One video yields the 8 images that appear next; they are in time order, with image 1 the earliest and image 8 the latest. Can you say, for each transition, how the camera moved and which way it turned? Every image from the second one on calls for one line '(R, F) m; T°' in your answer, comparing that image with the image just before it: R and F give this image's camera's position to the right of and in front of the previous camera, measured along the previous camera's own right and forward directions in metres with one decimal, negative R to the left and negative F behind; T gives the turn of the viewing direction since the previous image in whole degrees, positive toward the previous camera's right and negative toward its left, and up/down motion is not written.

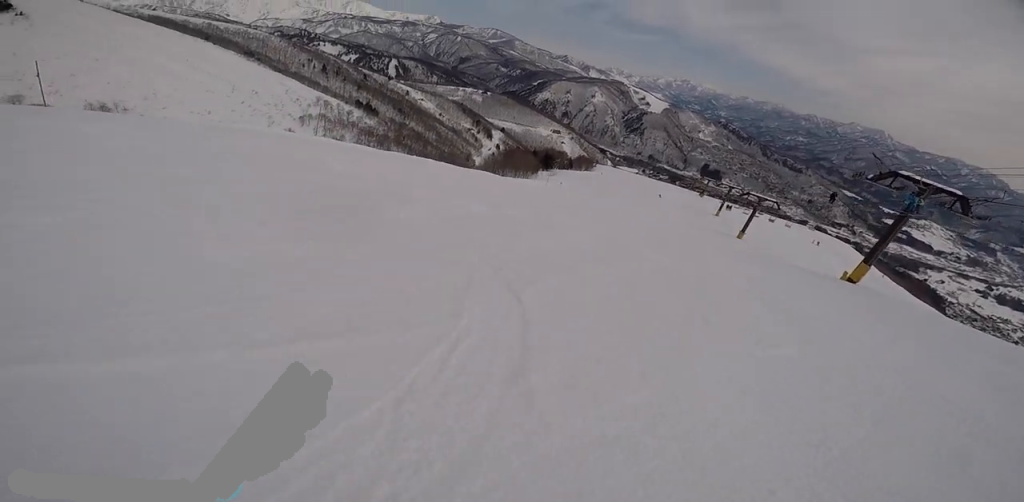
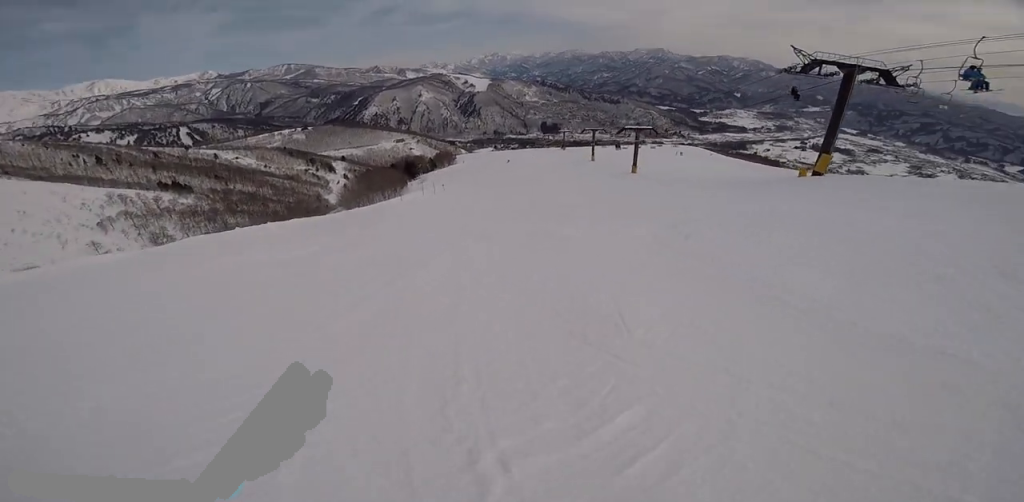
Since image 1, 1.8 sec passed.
(-1.5, +11.0) m; +3°
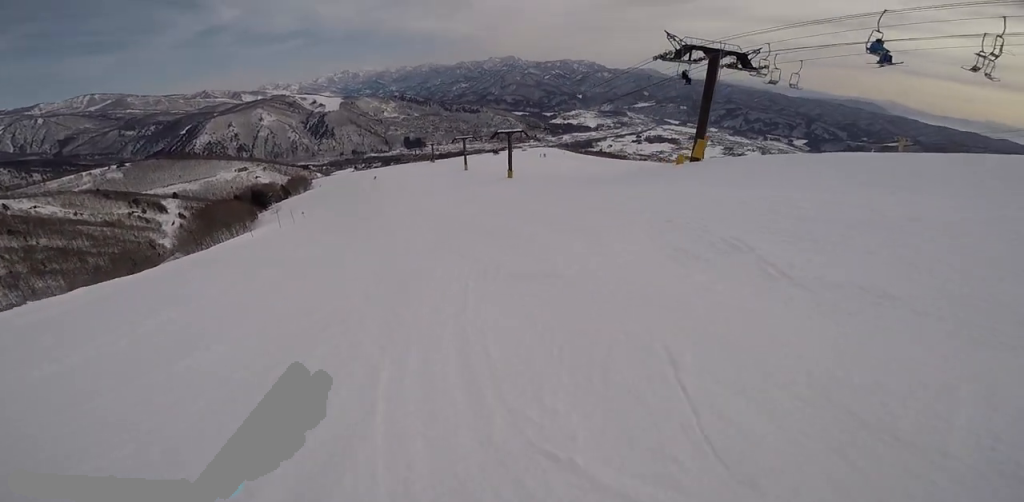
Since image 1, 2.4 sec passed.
(-0.3, +3.8) m; +20°
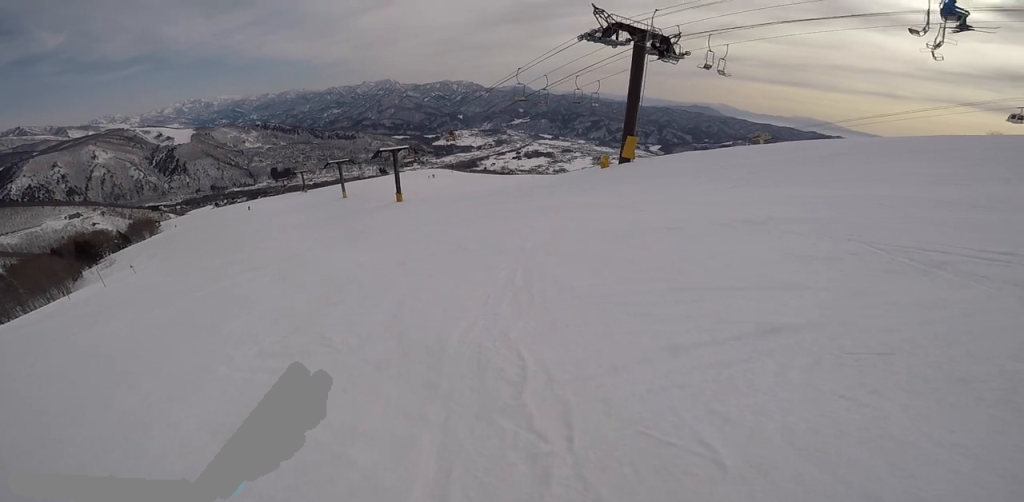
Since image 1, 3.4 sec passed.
(+2.6, +5.2) m; +36°
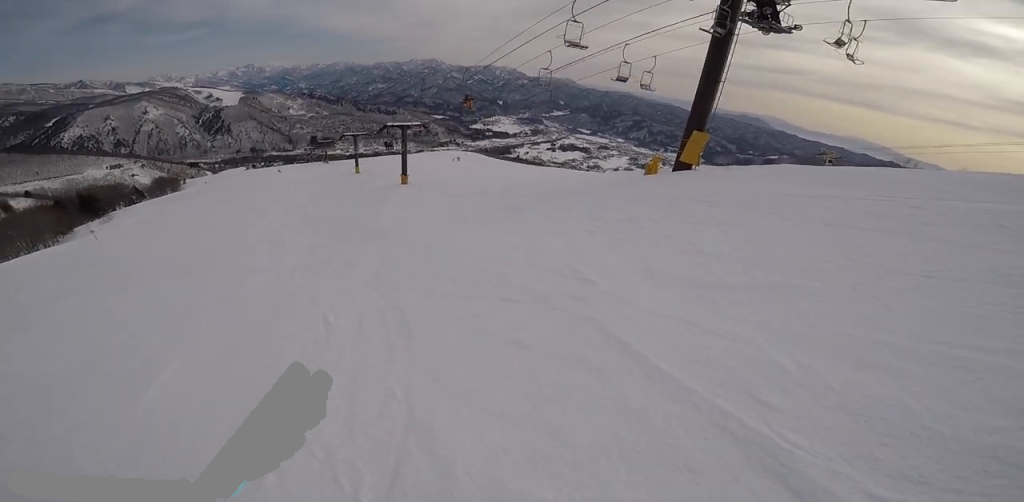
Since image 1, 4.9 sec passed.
(+1.2, +9.0) m; +1°
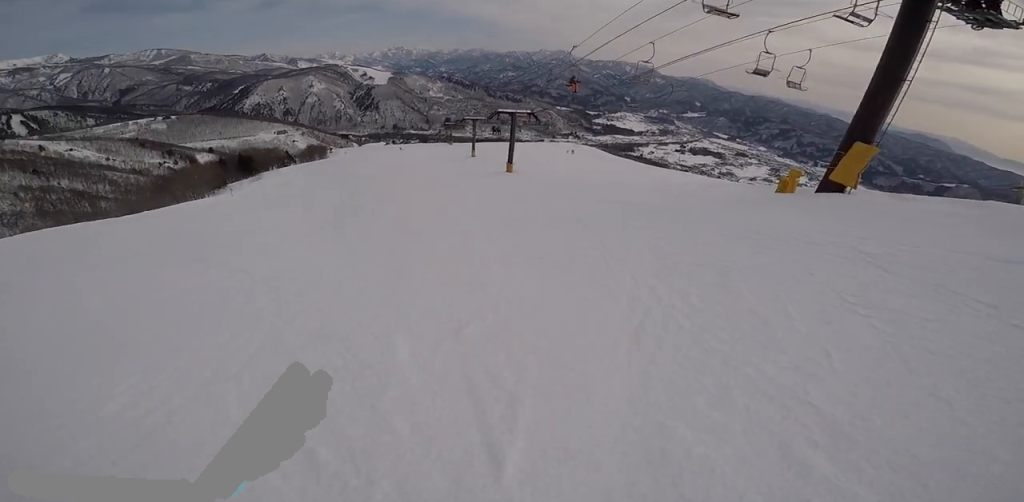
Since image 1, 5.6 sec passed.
(+0.2, +3.8) m; -12°
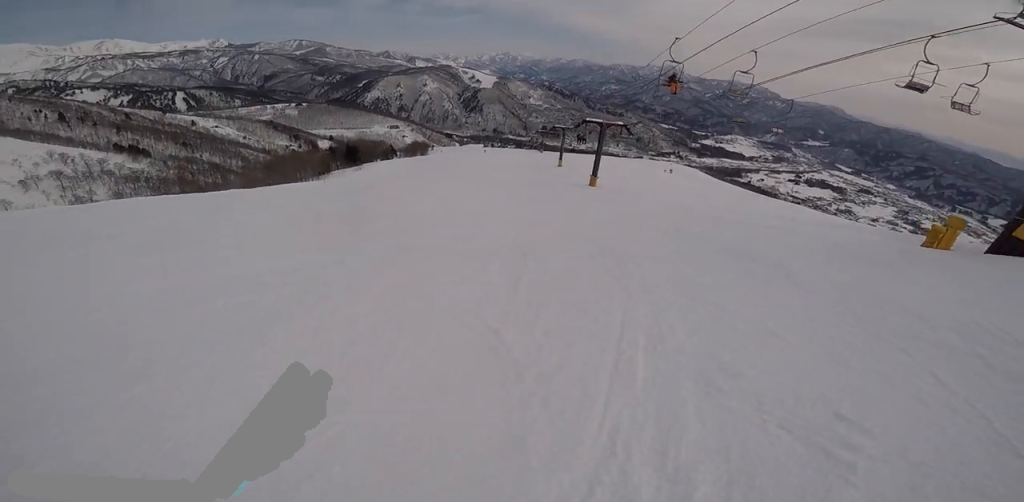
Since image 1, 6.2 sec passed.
(-0.8, +3.0) m; -18°
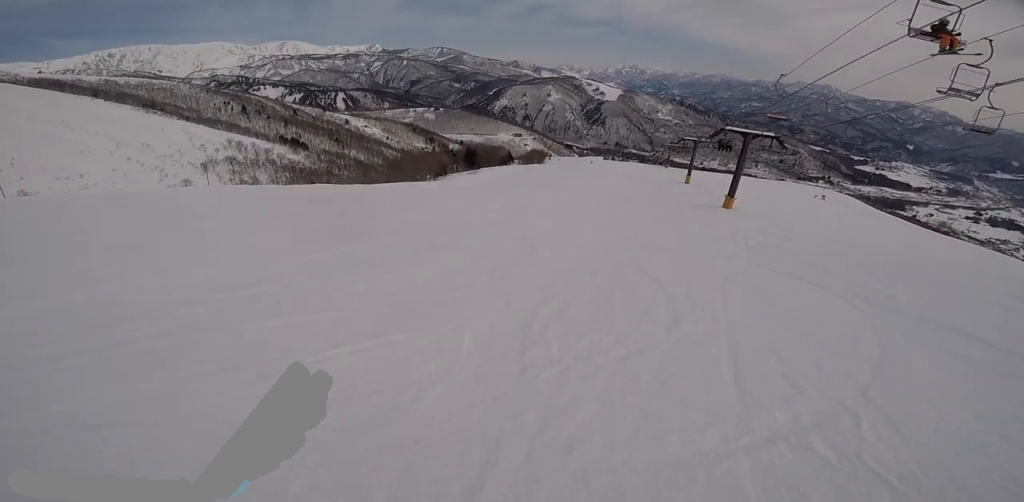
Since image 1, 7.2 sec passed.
(-1.7, +5.6) m; -31°
